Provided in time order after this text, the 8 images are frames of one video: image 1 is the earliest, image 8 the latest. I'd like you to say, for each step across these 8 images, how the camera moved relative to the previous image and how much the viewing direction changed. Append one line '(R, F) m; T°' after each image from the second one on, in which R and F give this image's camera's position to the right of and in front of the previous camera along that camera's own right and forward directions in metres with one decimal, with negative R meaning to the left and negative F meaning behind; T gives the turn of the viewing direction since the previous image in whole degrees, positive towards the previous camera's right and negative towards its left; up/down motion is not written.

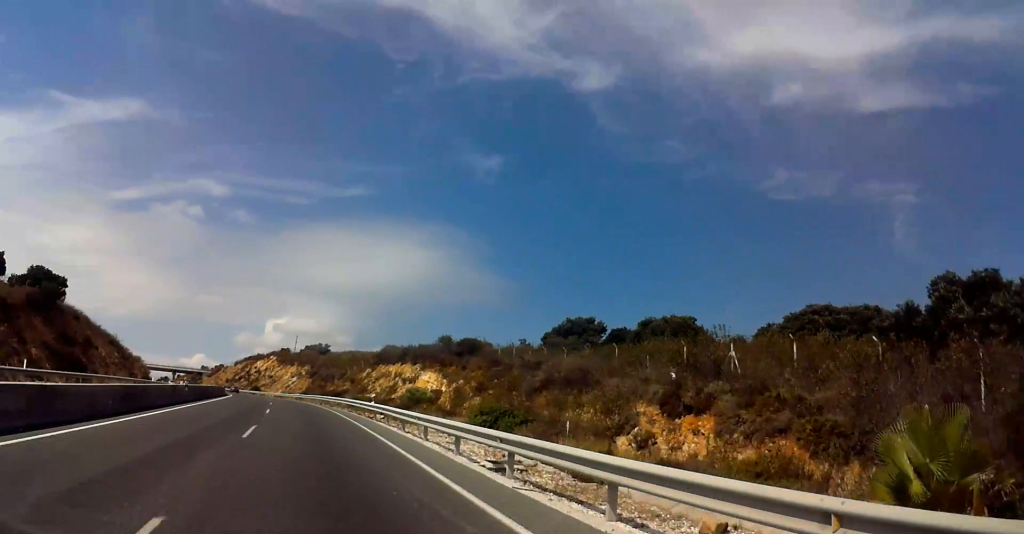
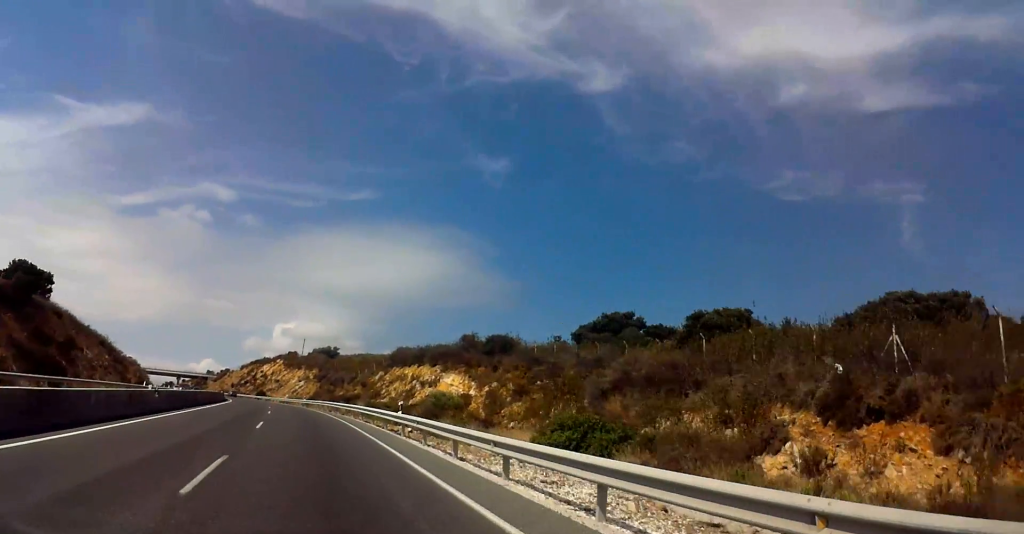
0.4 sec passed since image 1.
(+0.1, +8.6) m; -1°
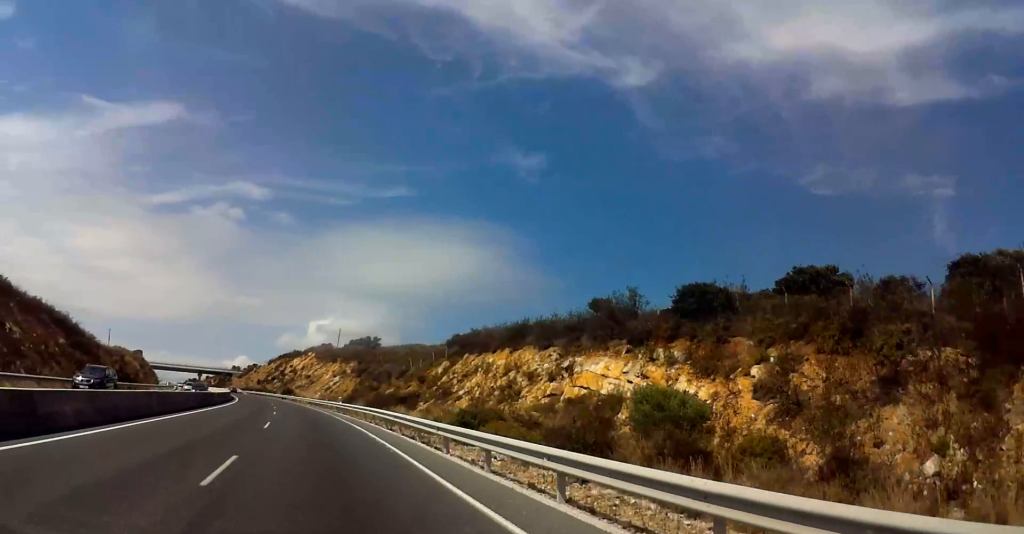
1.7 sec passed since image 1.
(-0.7, +24.9) m; -2°
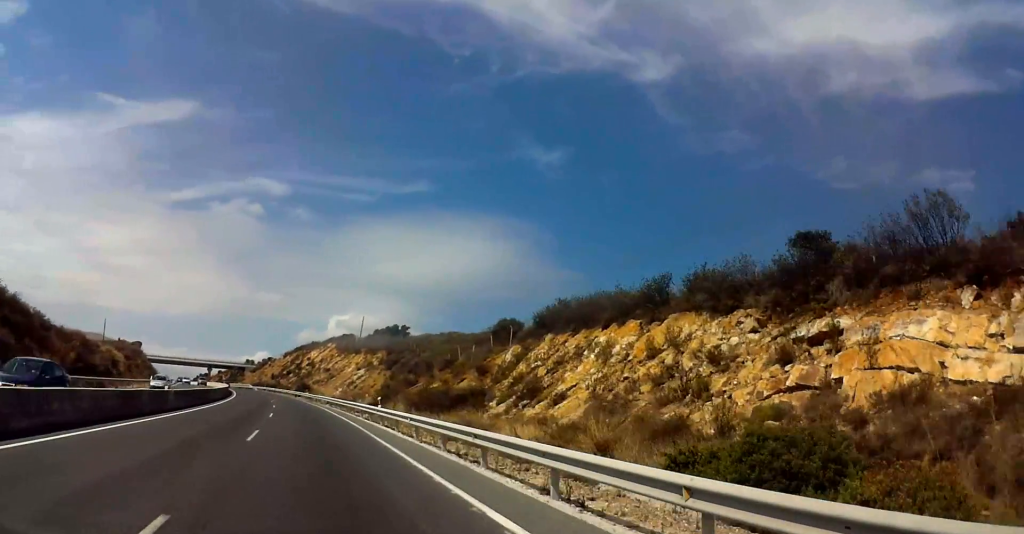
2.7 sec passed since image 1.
(+0.1, +19.7) m; +2°
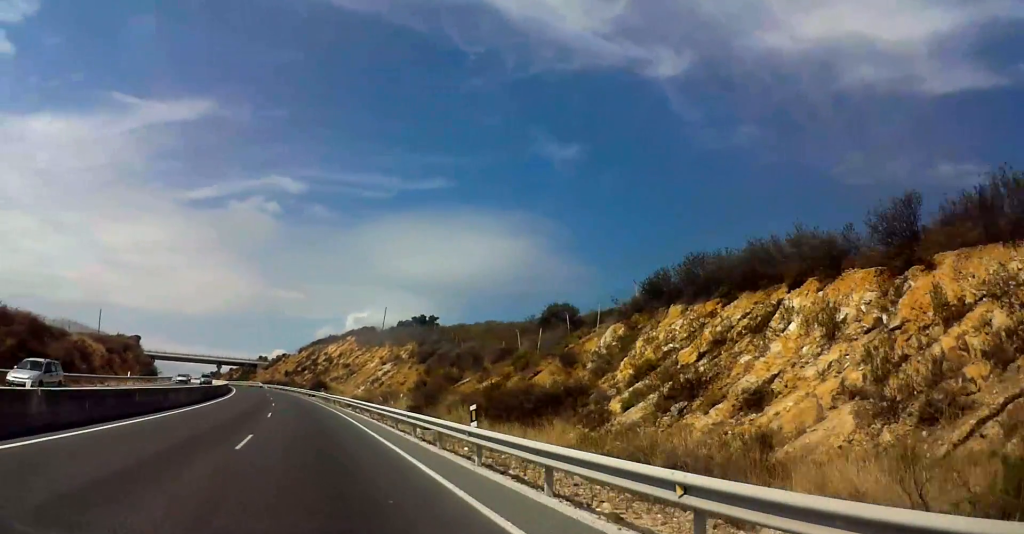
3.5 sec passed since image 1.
(+0.5, +15.8) m; 0°
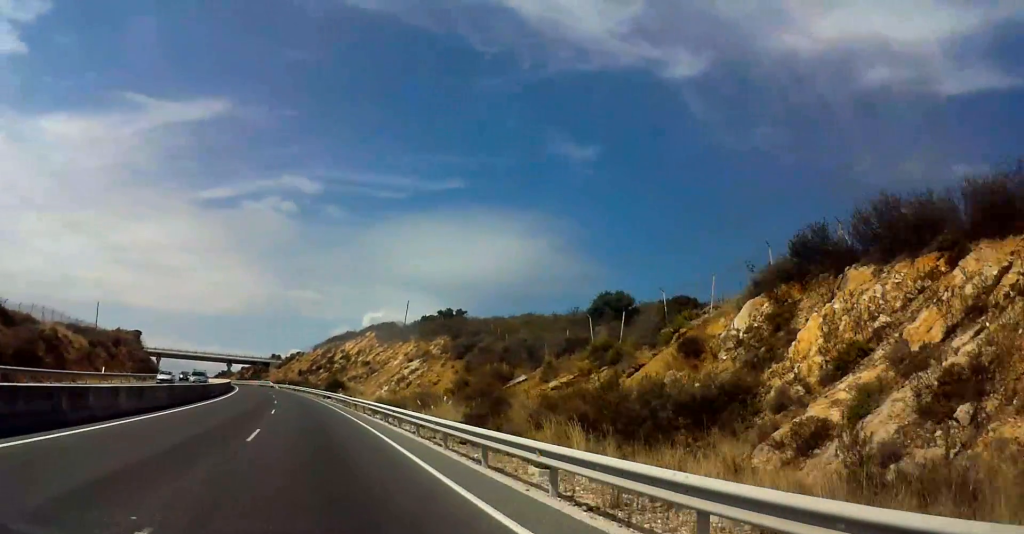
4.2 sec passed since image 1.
(-0.3, +12.7) m; -2°
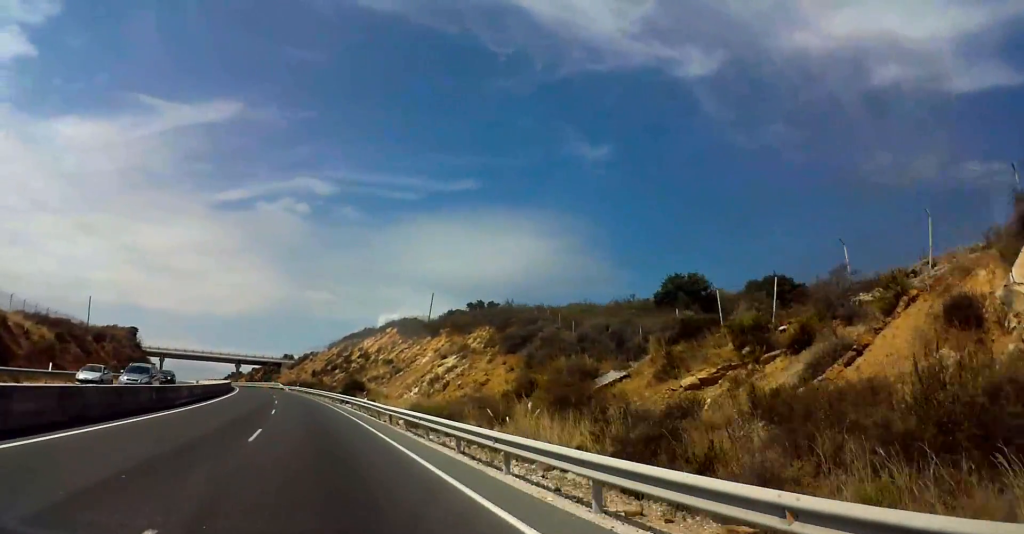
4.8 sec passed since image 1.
(-0.2, +13.5) m; -2°
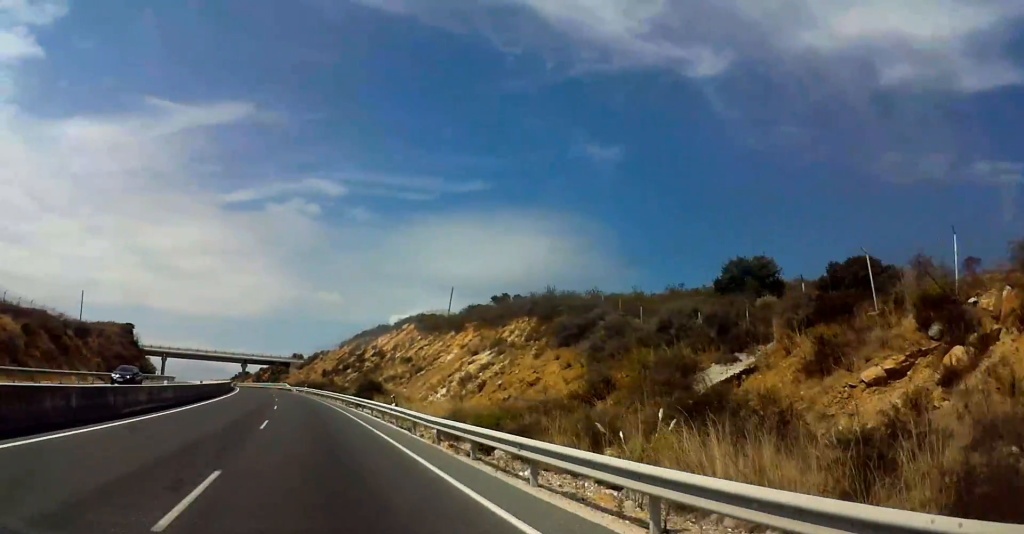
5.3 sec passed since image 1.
(-0.1, +8.8) m; -1°
